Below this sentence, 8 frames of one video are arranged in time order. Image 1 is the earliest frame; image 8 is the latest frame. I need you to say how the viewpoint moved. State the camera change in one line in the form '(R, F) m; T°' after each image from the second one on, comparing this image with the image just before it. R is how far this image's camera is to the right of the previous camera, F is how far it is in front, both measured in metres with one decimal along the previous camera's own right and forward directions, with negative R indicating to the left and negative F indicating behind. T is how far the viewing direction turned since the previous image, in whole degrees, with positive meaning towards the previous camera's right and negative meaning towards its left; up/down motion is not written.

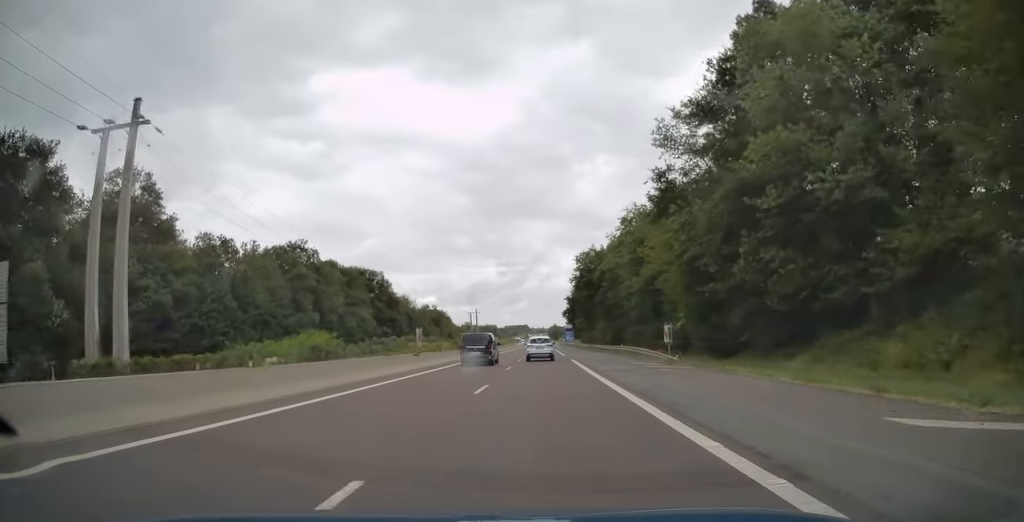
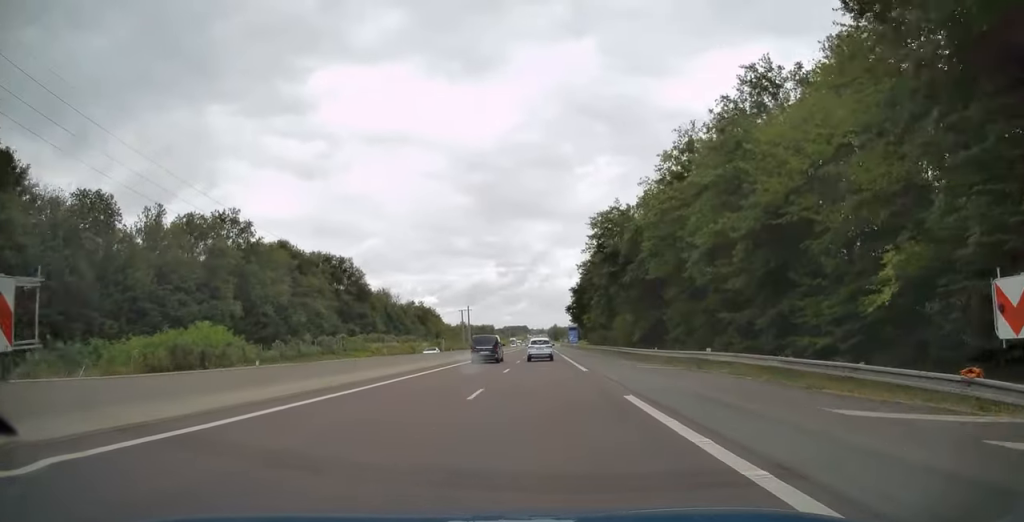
(+0.1, +27.4) m; 0°
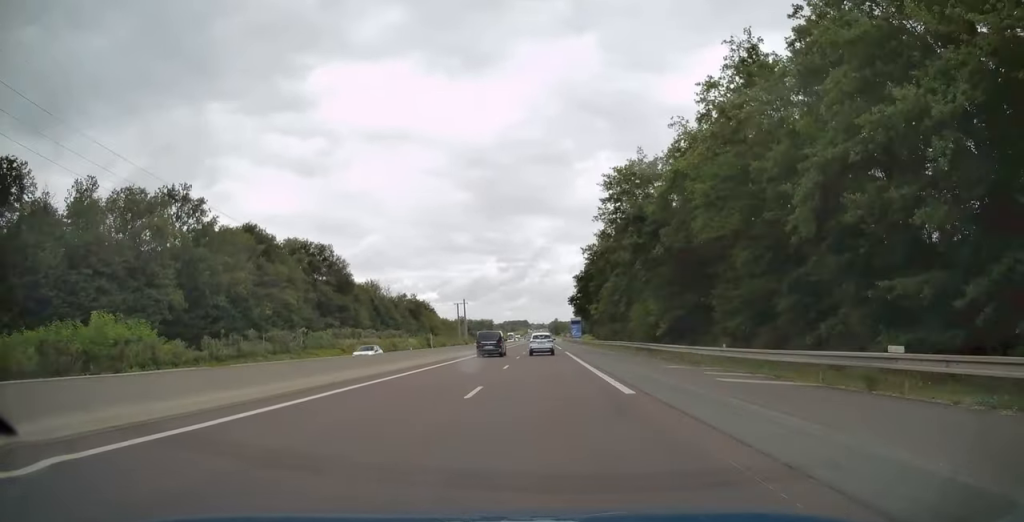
(0.0, +13.7) m; 0°
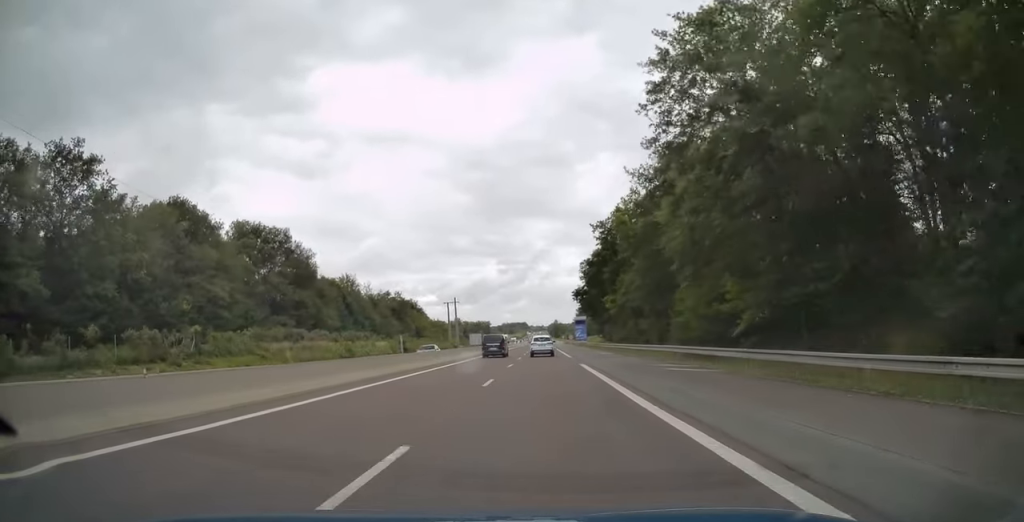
(+0.1, +21.9) m; 0°
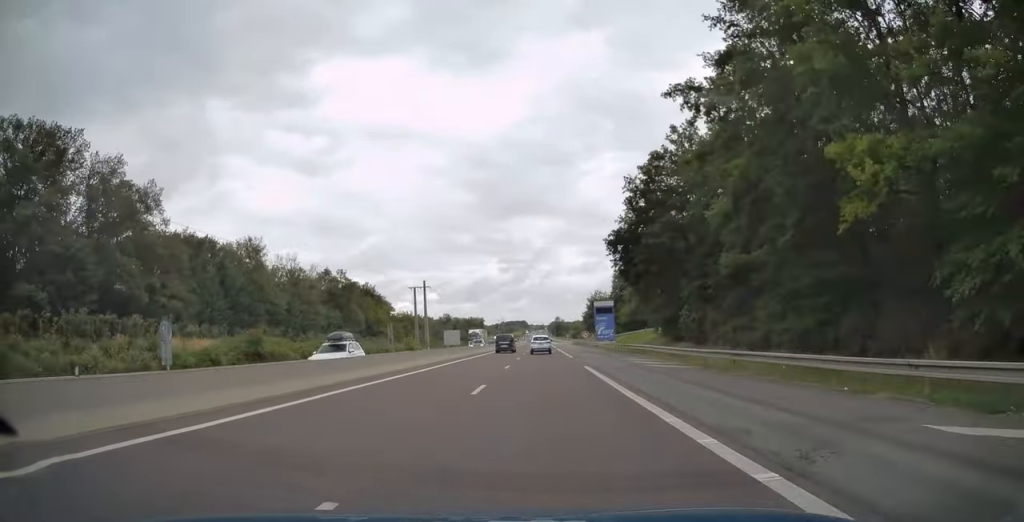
(-0.2, +54.8) m; 0°
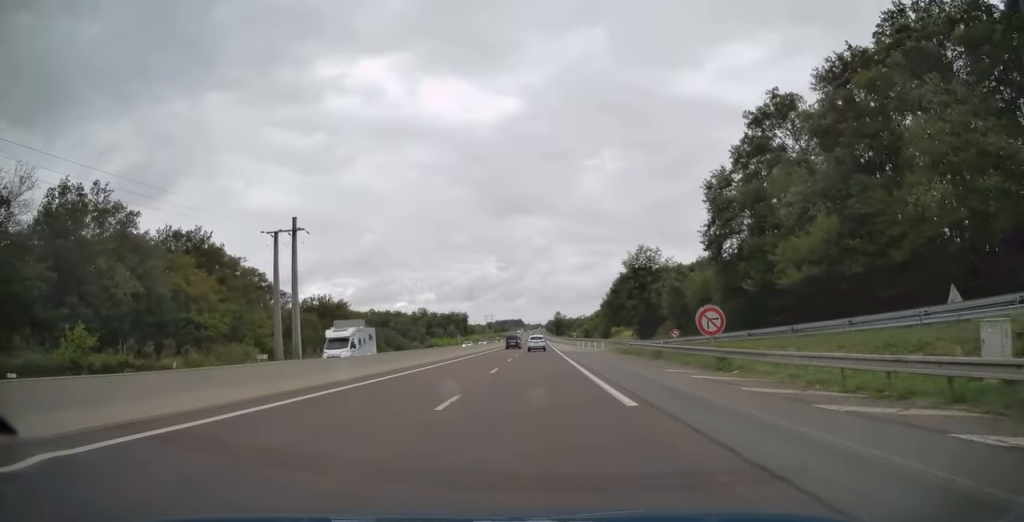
(+0.2, +81.1) m; 0°
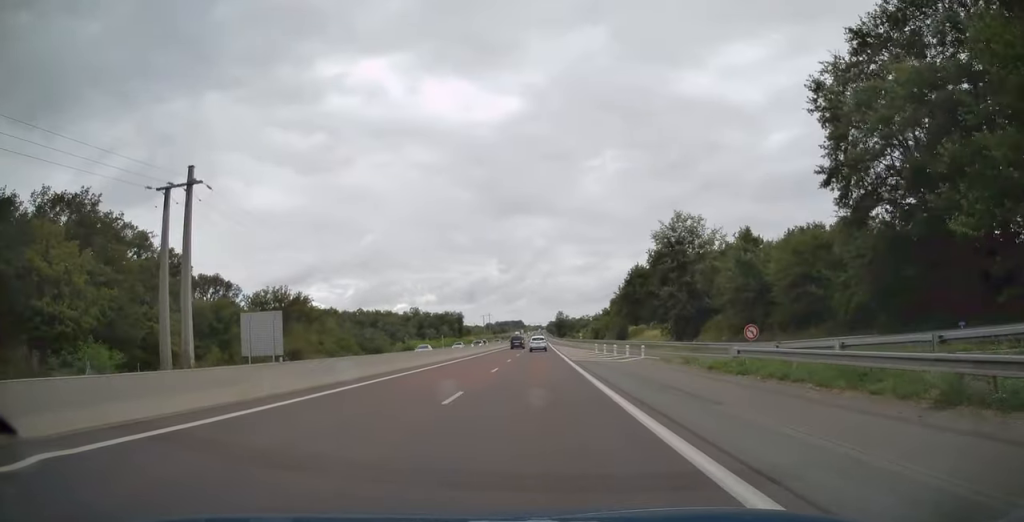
(+0.1, +24.6) m; 0°
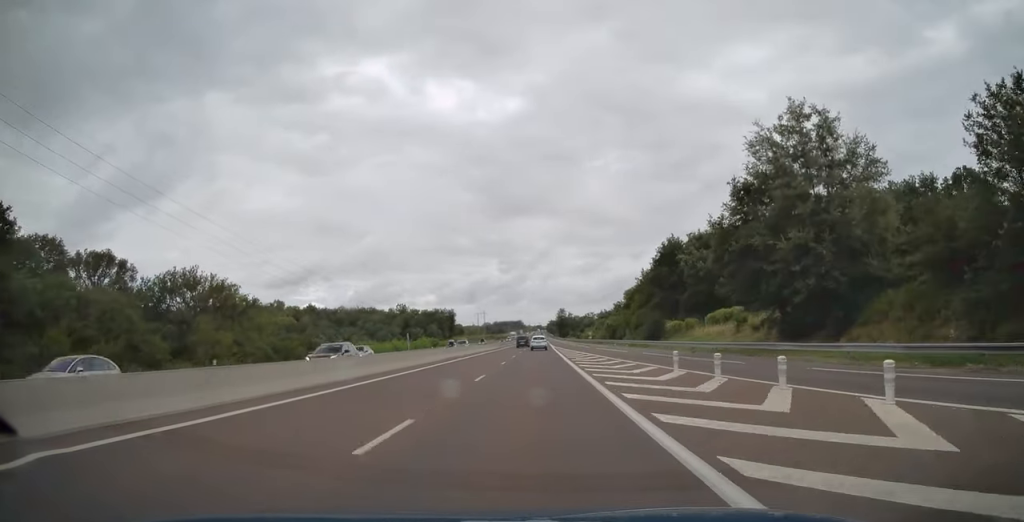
(-0.1, +31.7) m; 0°
